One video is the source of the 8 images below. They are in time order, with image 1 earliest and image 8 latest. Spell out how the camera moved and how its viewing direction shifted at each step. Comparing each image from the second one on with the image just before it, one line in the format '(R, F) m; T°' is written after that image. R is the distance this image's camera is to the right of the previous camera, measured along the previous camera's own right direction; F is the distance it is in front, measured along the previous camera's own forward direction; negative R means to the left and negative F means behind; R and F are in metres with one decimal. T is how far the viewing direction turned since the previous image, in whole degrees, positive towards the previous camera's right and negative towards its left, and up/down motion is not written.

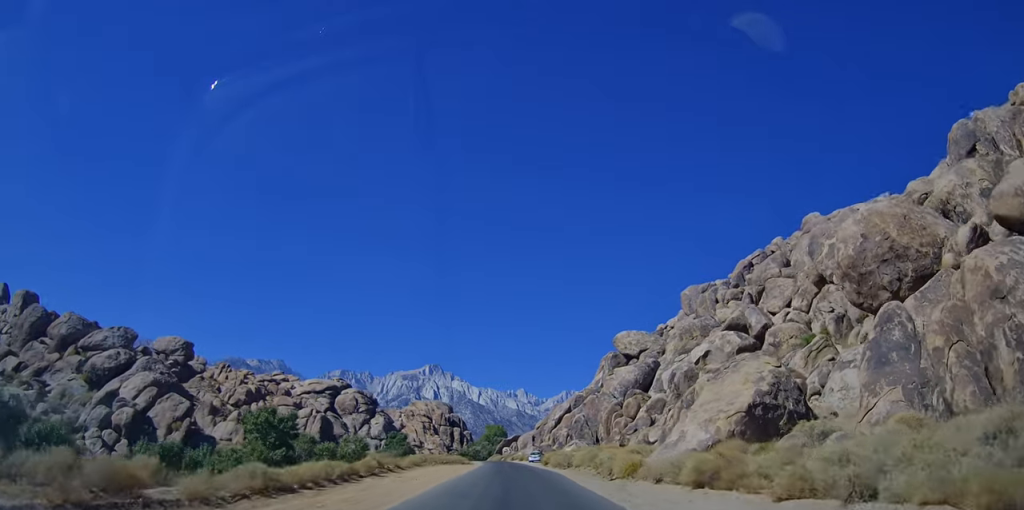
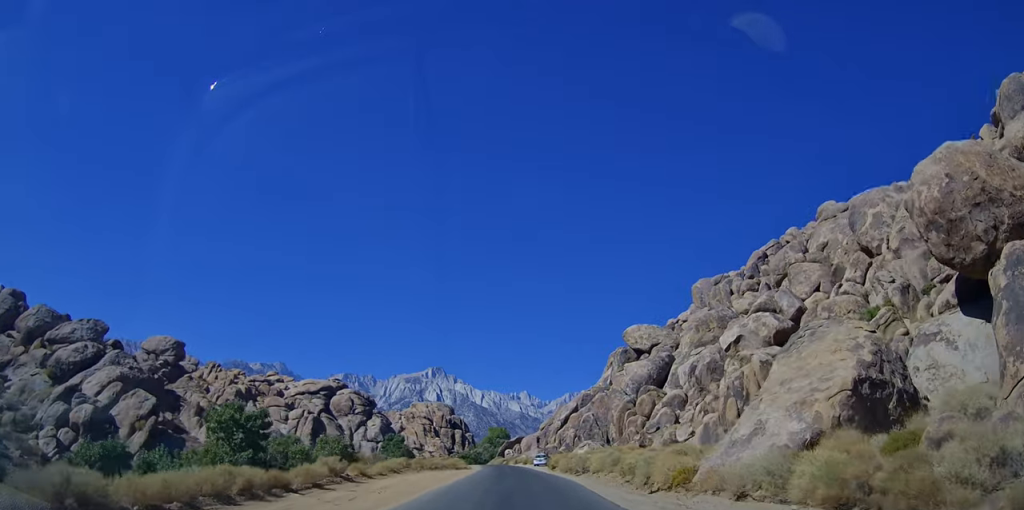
(0.0, +7.7) m; -1°
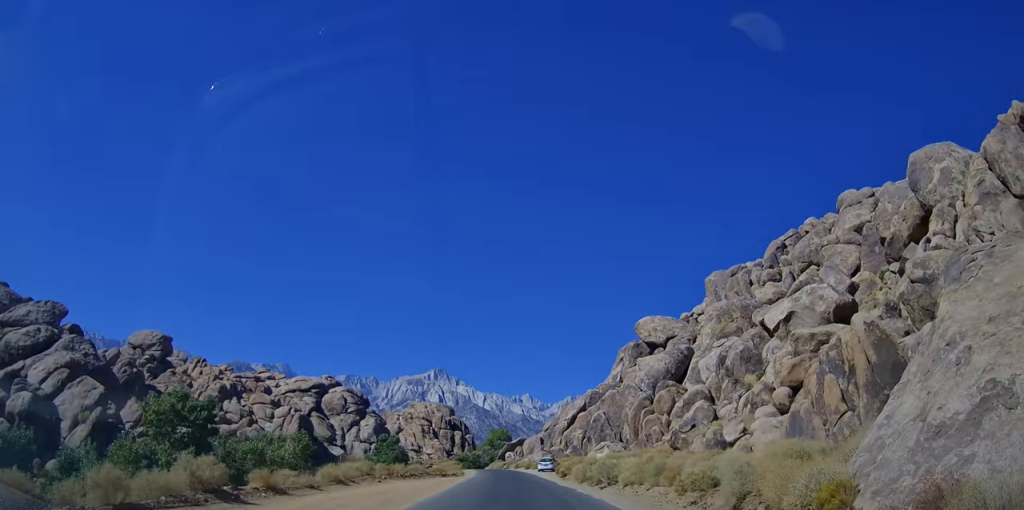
(+0.1, +9.2) m; -1°
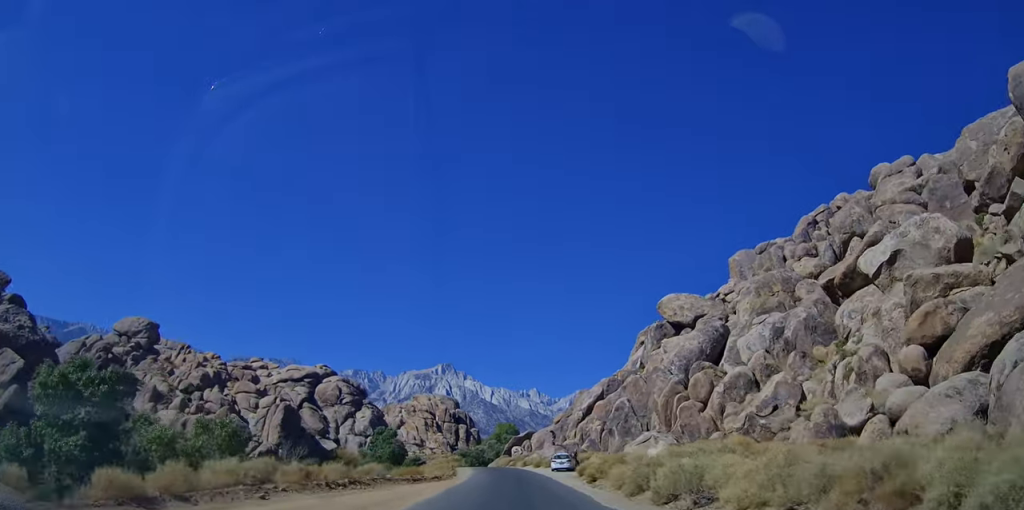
(-0.4, +11.8) m; 0°
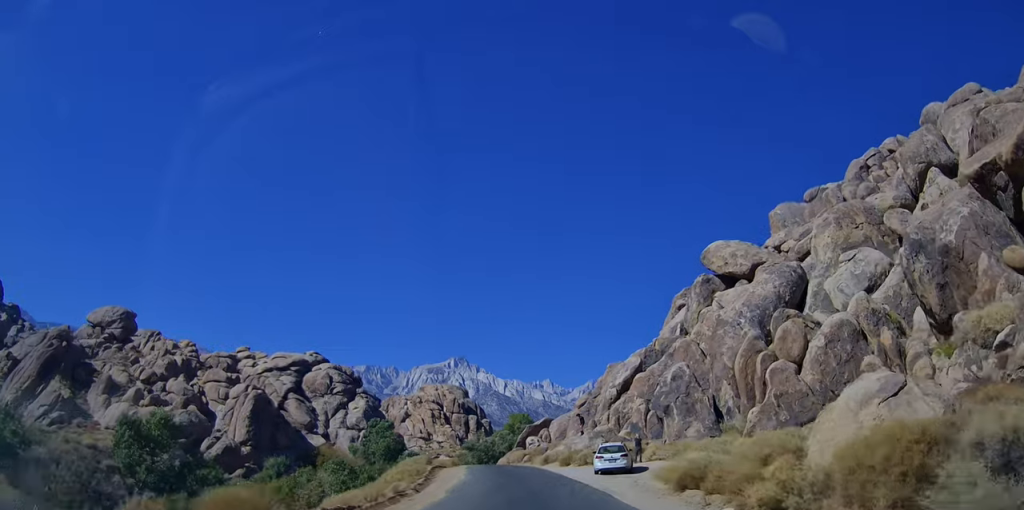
(+0.3, +18.8) m; -1°
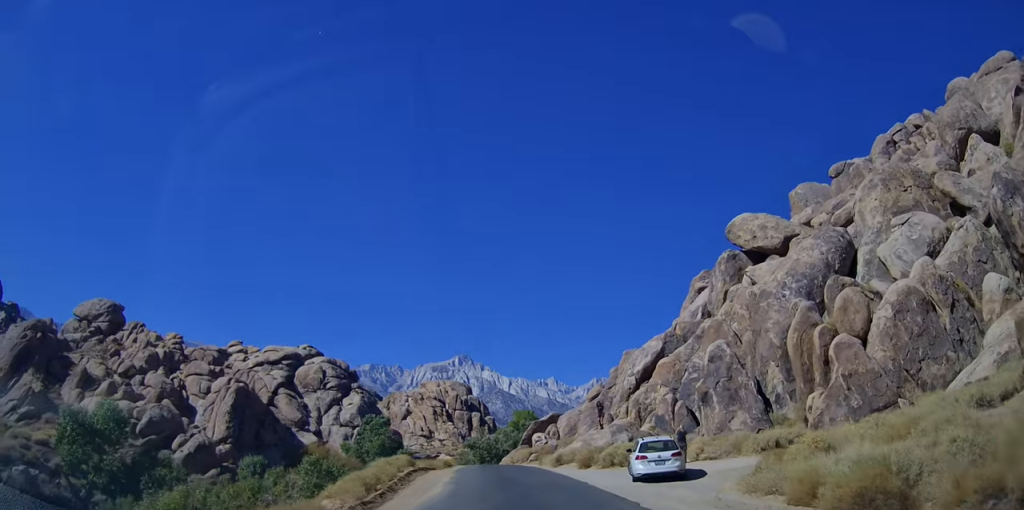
(-0.2, +8.4) m; -1°
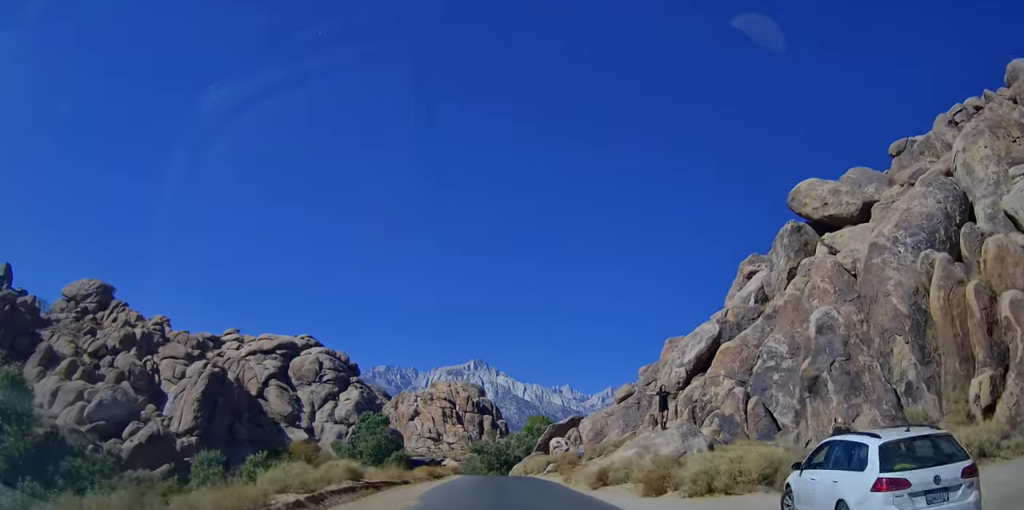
(-0.1, +12.5) m; -1°
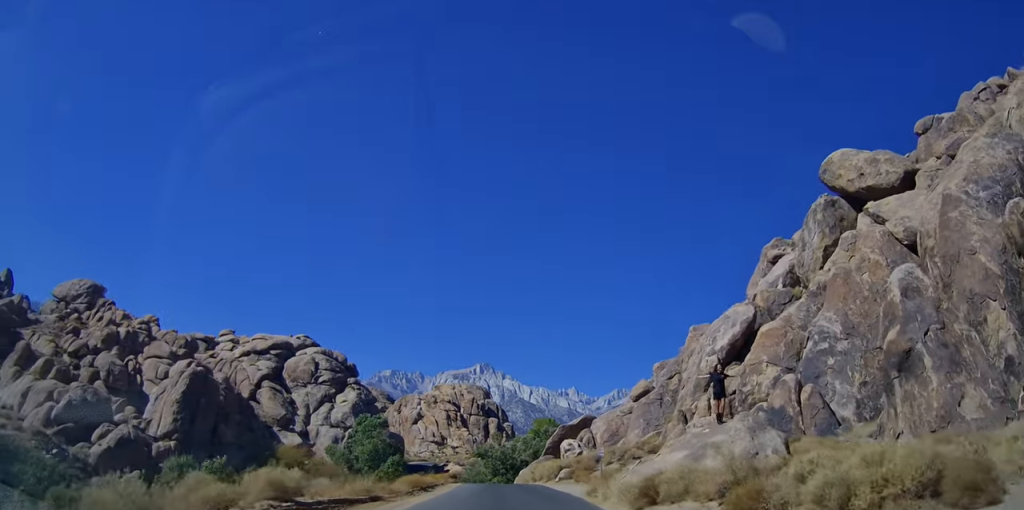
(0.0, +6.1) m; -1°
